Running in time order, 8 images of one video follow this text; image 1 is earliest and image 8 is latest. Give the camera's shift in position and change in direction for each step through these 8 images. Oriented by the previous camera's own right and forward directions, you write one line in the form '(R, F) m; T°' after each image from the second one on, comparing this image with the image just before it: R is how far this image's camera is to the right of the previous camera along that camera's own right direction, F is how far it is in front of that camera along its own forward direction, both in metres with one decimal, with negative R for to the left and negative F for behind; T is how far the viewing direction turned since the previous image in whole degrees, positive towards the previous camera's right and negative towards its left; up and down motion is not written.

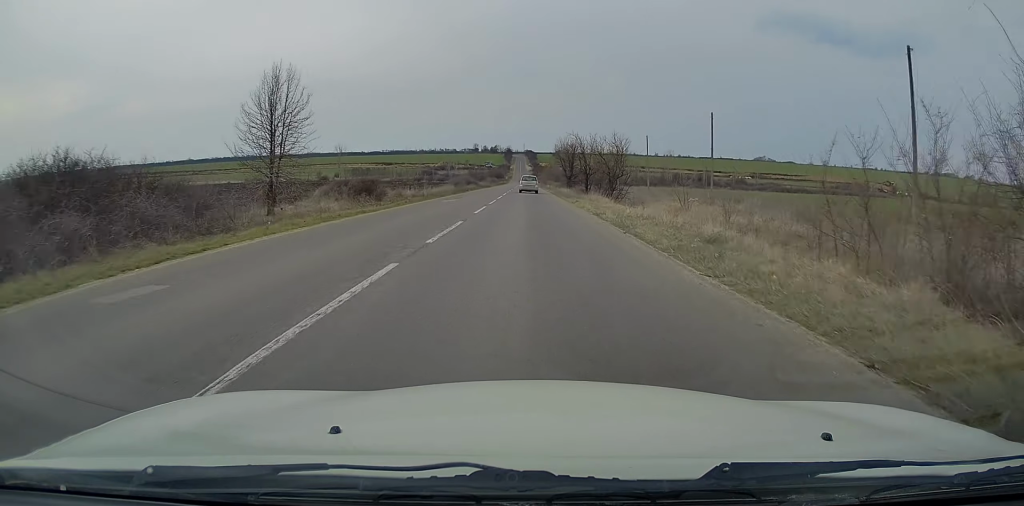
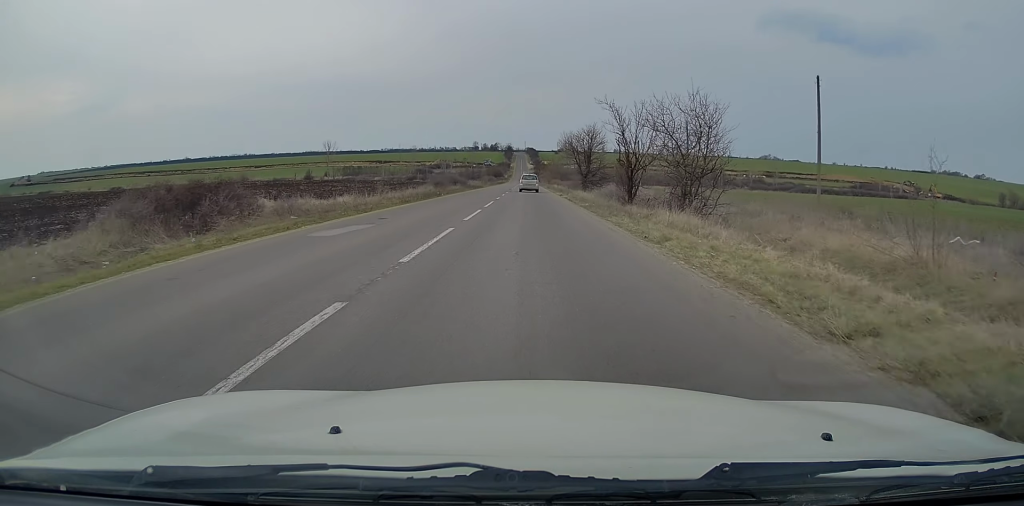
(0.0, +21.9) m; 0°
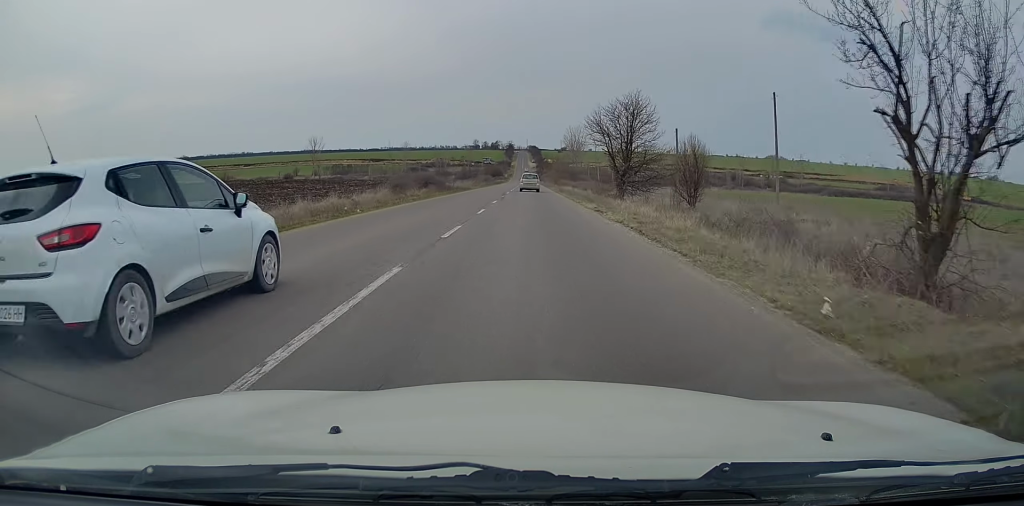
(+0.2, +24.2) m; 0°
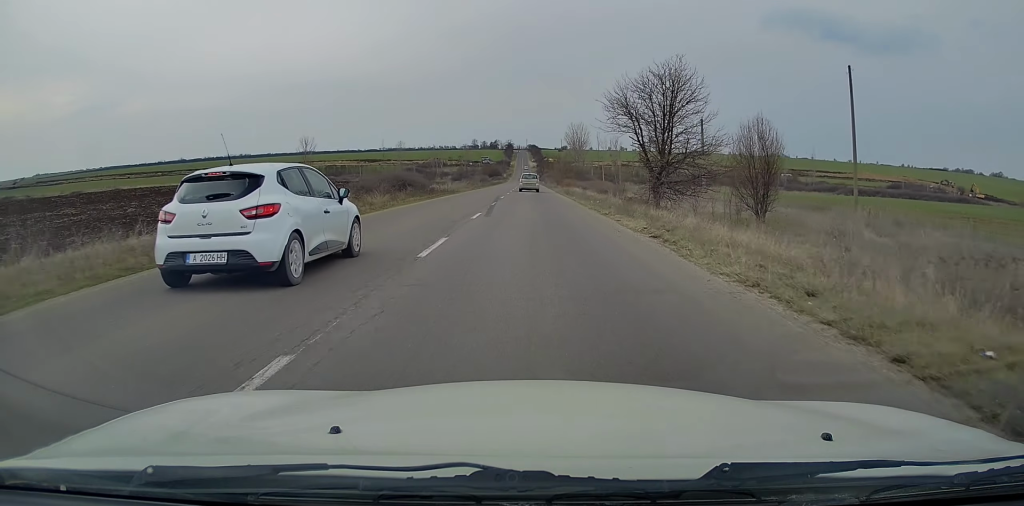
(0.0, +11.2) m; 0°
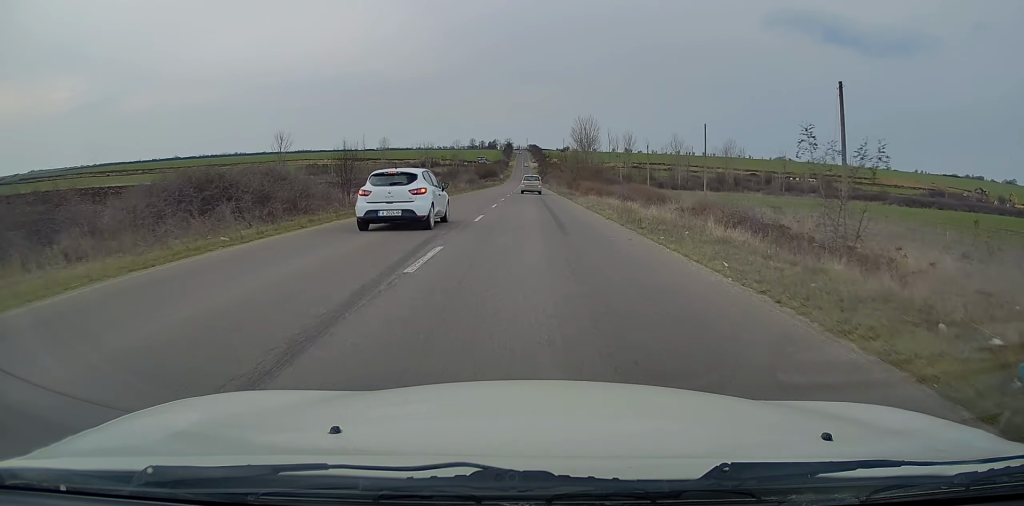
(-0.1, +29.6) m; -1°
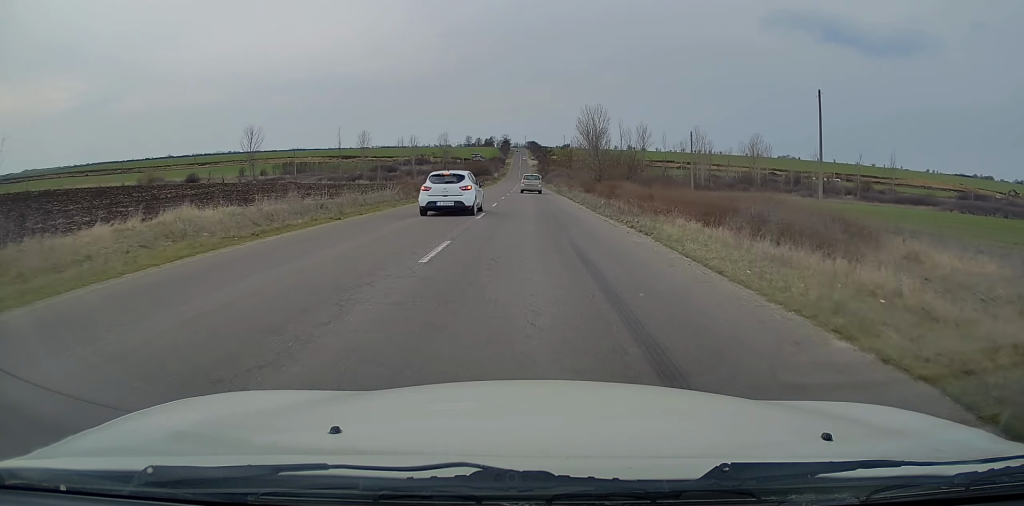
(-0.2, +27.0) m; 0°
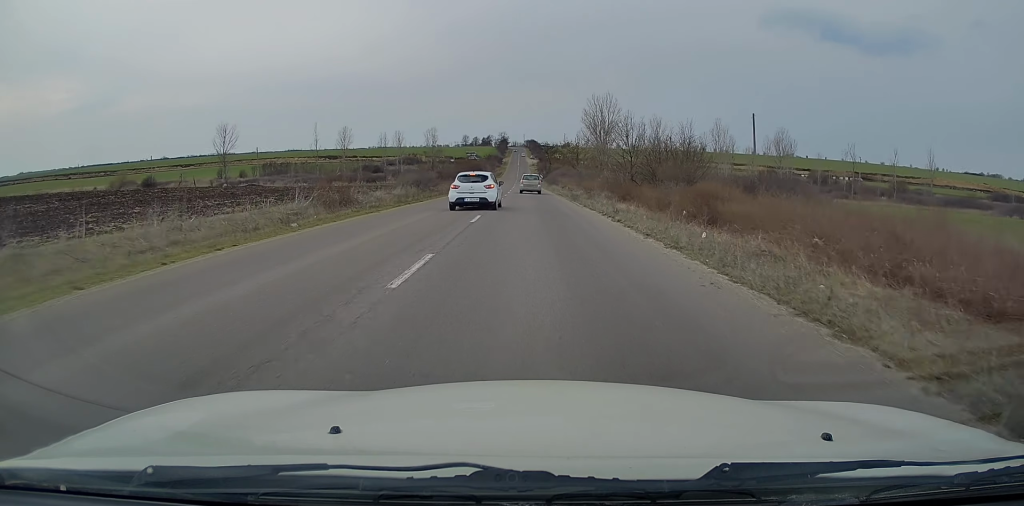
(+0.1, +20.5) m; 0°
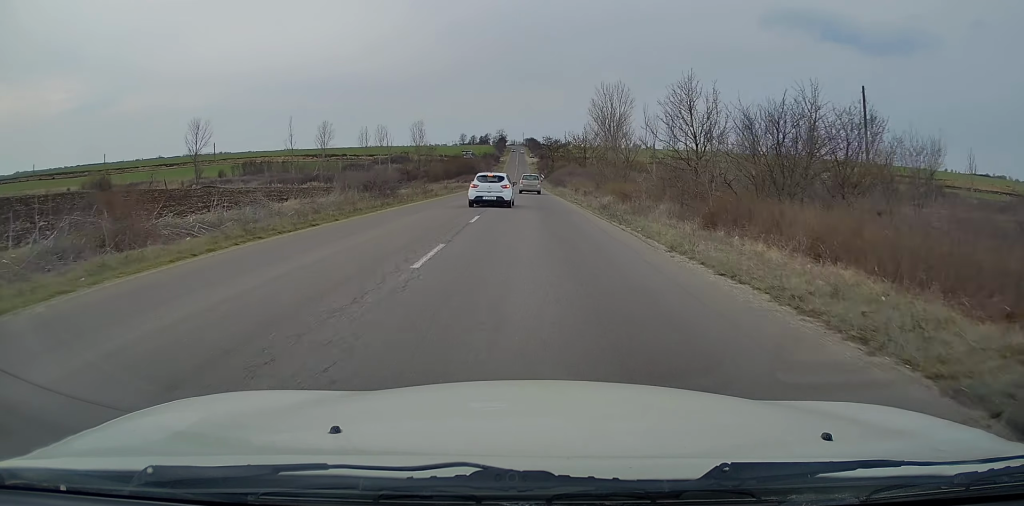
(+0.1, +18.1) m; 0°
